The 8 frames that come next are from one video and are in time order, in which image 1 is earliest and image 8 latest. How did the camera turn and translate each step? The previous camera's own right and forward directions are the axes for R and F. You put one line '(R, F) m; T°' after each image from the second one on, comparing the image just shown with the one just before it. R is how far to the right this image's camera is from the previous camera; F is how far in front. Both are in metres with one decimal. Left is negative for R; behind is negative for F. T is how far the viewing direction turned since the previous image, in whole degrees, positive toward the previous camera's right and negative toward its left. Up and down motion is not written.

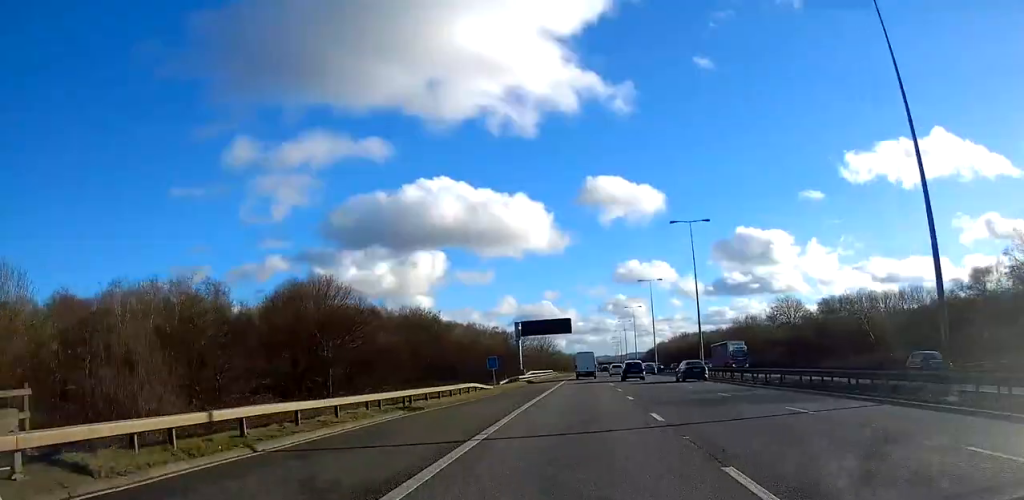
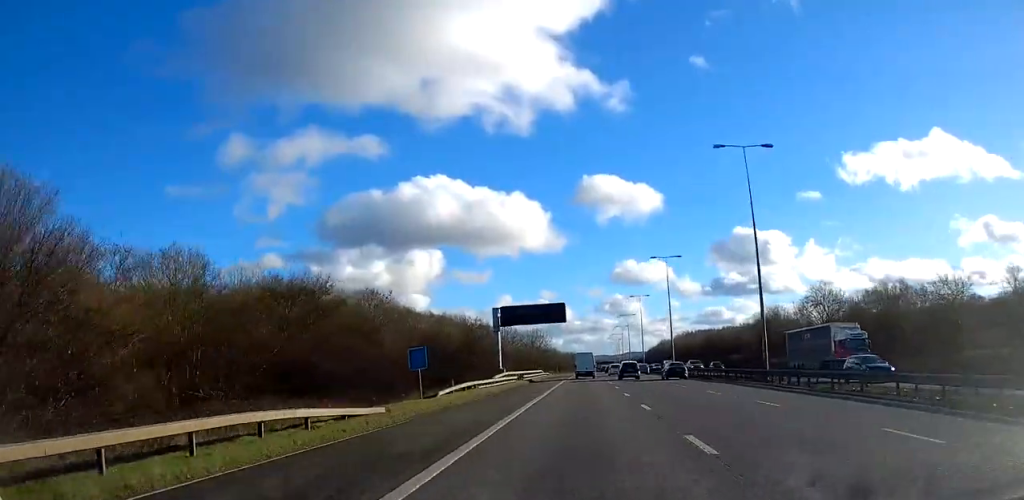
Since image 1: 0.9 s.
(0.0, +24.1) m; 0°
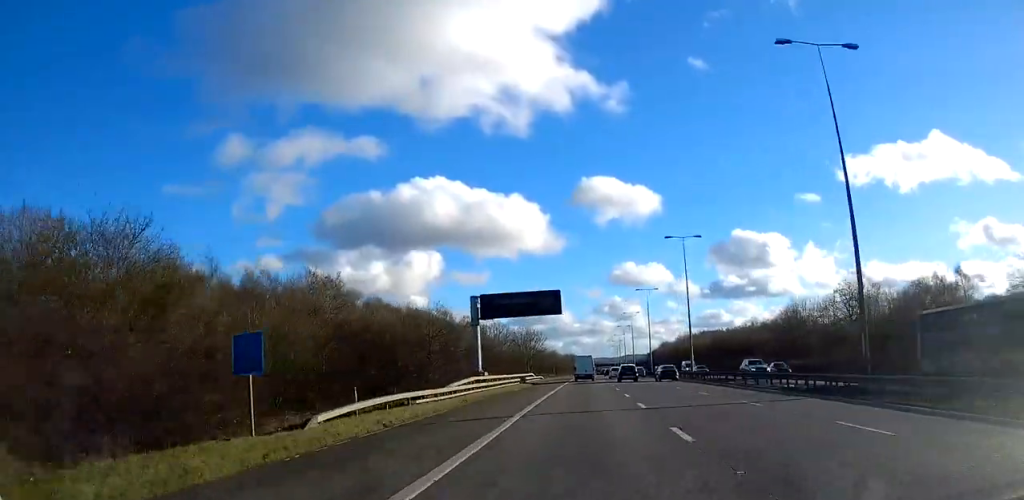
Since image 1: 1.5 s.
(+0.1, +15.1) m; 0°
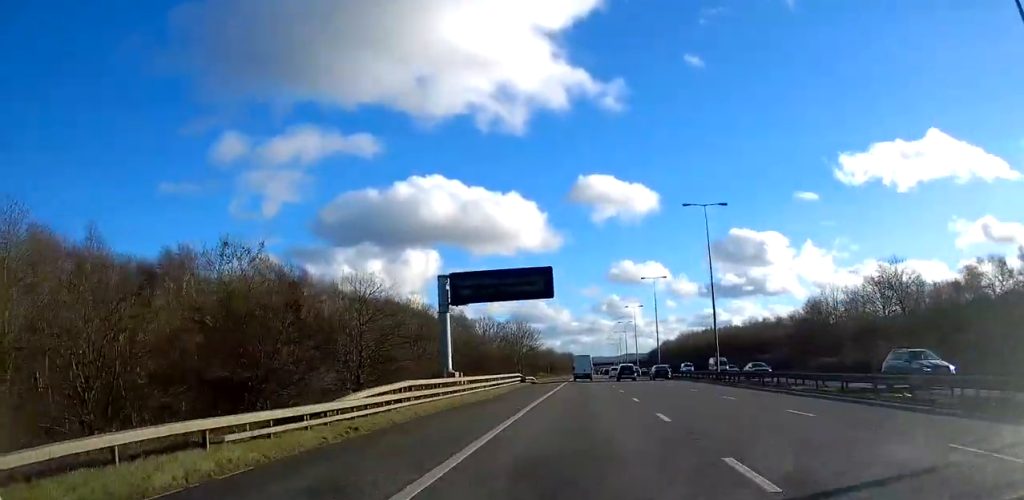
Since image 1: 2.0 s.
(0.0, +14.3) m; 0°
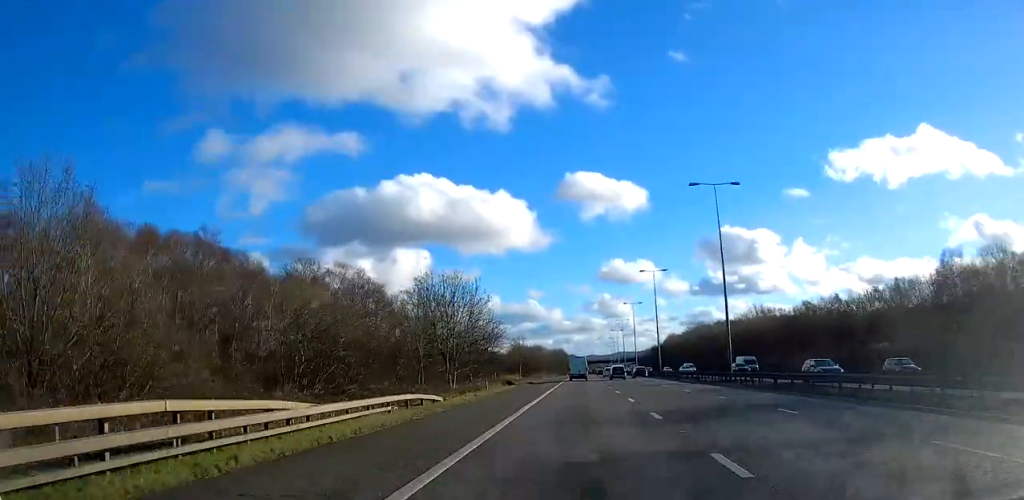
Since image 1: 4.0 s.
(+0.2, +53.4) m; +1°
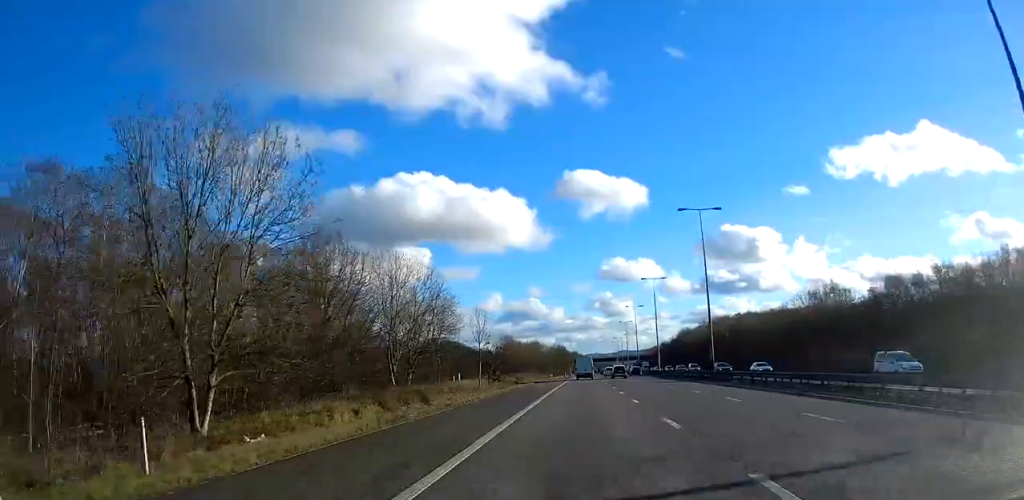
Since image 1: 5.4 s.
(+0.2, +37.5) m; 0°
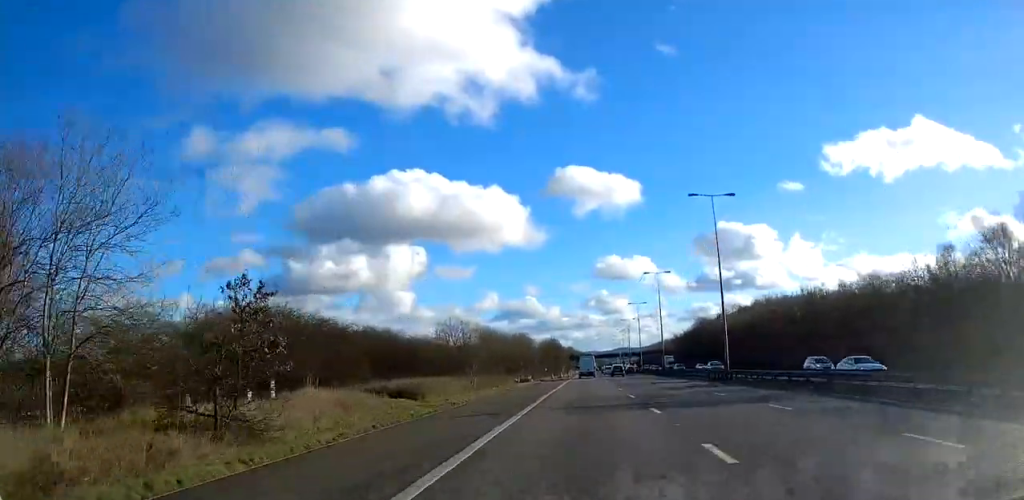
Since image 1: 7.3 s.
(-0.2, +50.8) m; -1°
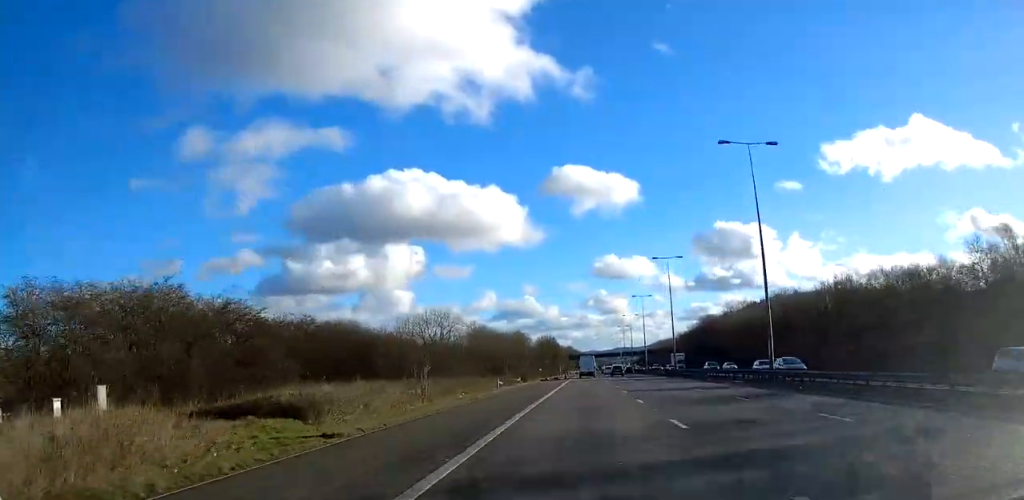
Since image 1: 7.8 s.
(-0.1, +13.4) m; 0°
